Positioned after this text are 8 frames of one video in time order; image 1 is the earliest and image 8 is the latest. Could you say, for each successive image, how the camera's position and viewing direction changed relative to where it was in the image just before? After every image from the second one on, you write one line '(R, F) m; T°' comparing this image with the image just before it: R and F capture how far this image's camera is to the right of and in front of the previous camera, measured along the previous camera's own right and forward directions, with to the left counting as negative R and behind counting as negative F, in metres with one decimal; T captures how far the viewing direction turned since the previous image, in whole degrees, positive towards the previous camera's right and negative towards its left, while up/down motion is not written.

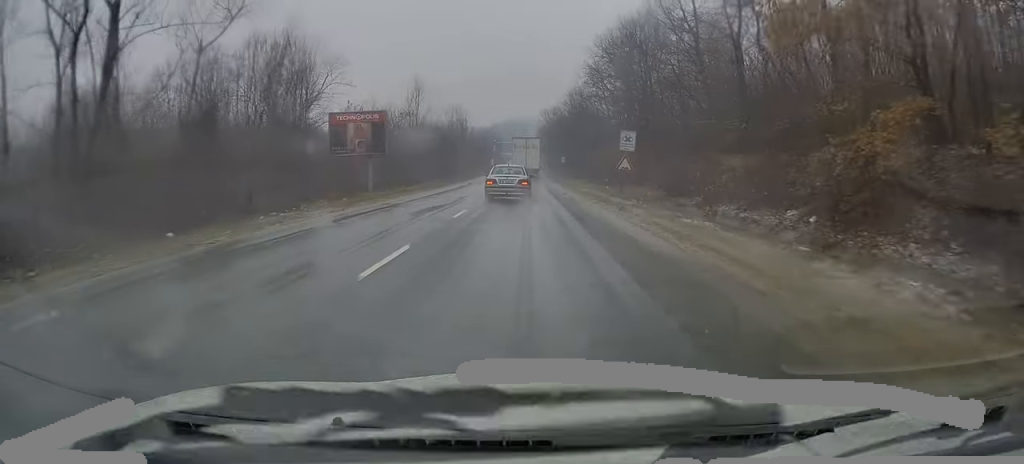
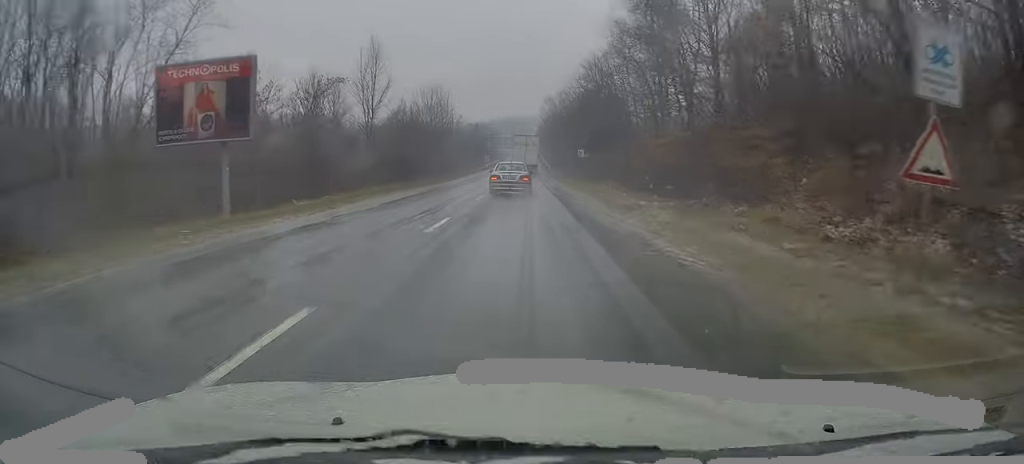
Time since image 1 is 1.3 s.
(-0.1, +22.8) m; 0°
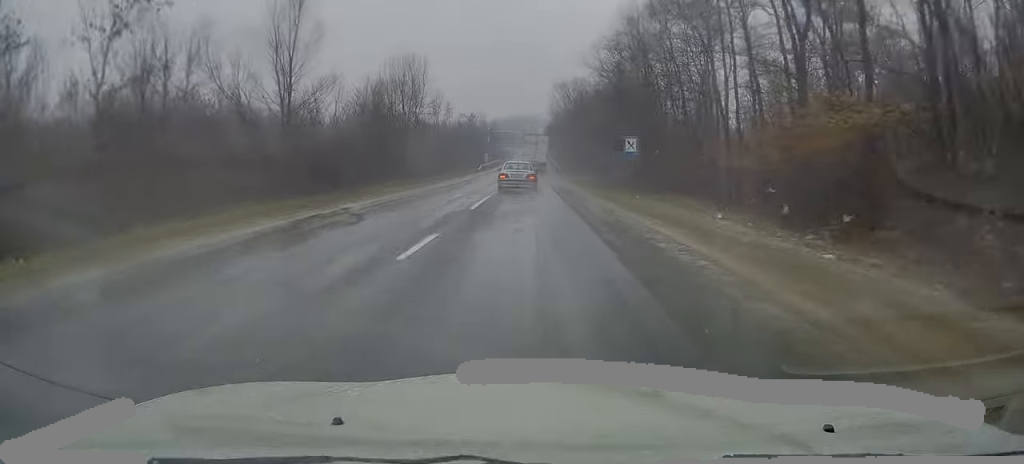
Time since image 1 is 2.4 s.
(-0.2, +21.0) m; 0°
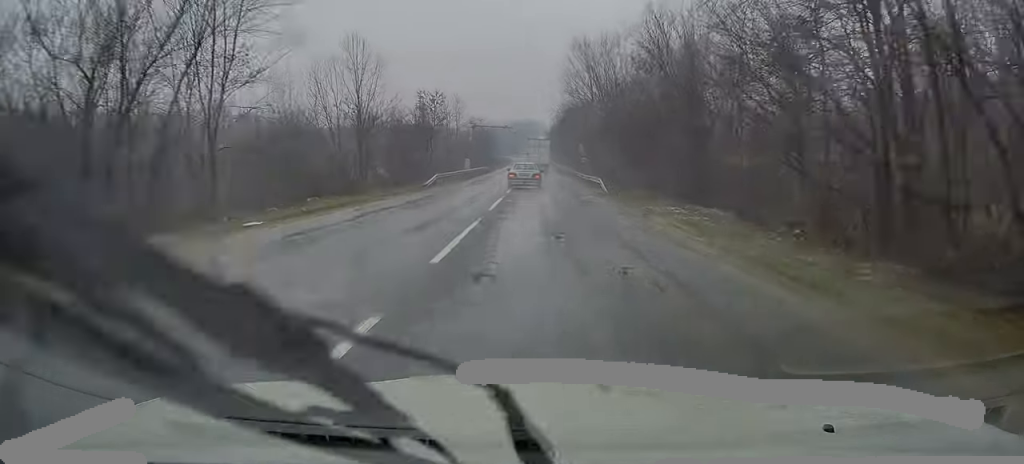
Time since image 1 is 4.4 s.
(0.0, +36.1) m; 0°
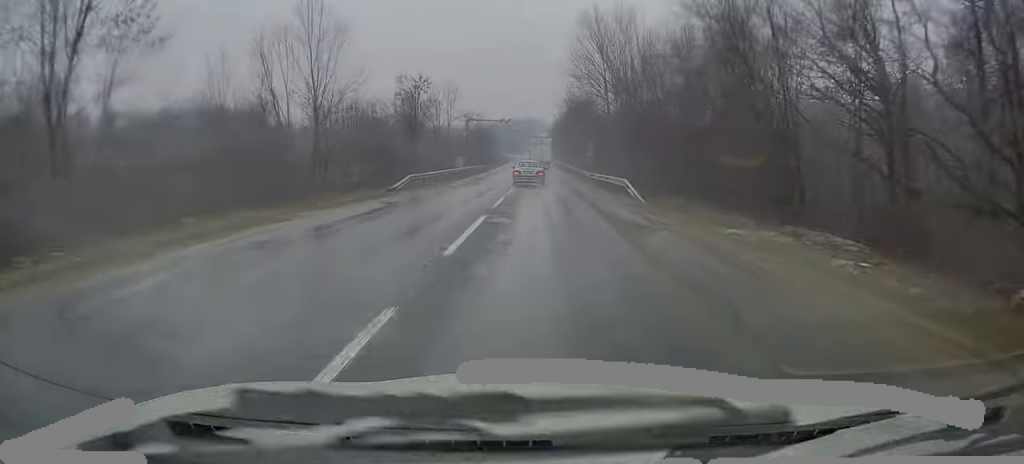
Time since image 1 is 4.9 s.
(-0.1, +9.0) m; 0°
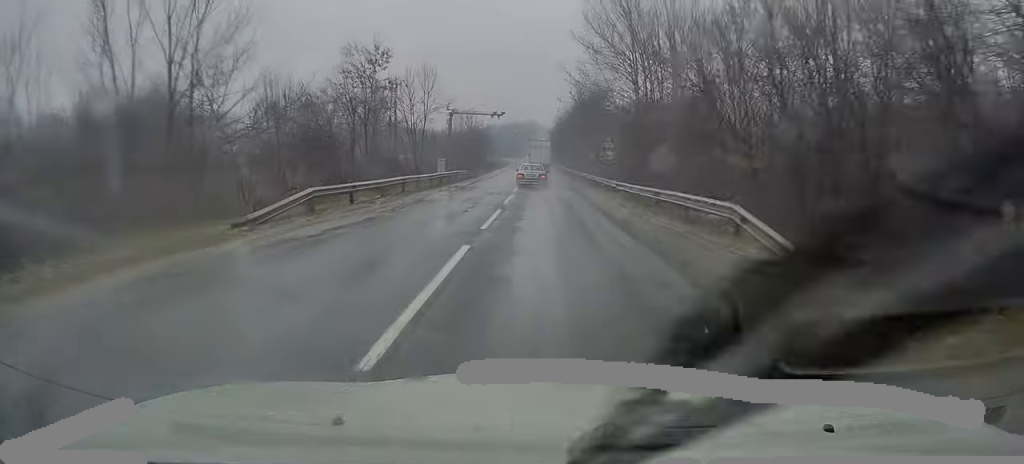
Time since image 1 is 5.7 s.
(+0.3, +13.7) m; 0°
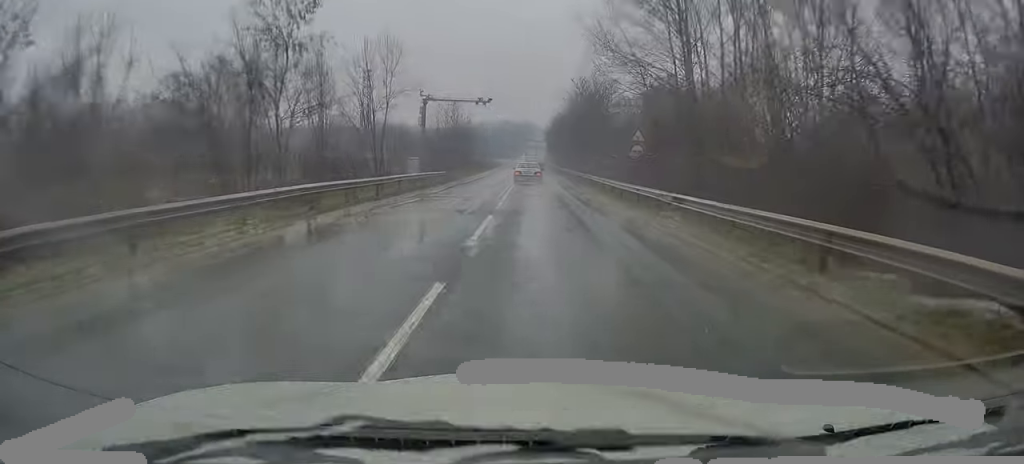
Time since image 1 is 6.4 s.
(-0.2, +11.8) m; 0°
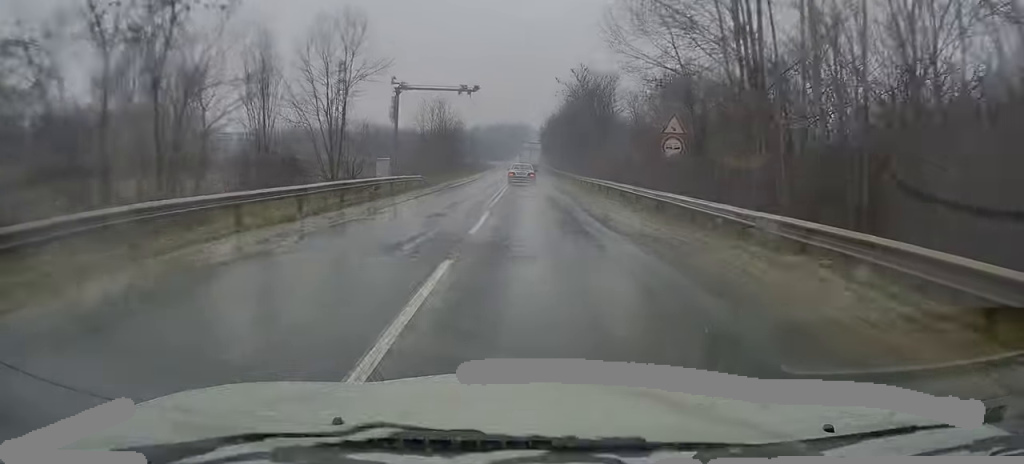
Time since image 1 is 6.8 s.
(-0.1, +7.7) m; 0°
